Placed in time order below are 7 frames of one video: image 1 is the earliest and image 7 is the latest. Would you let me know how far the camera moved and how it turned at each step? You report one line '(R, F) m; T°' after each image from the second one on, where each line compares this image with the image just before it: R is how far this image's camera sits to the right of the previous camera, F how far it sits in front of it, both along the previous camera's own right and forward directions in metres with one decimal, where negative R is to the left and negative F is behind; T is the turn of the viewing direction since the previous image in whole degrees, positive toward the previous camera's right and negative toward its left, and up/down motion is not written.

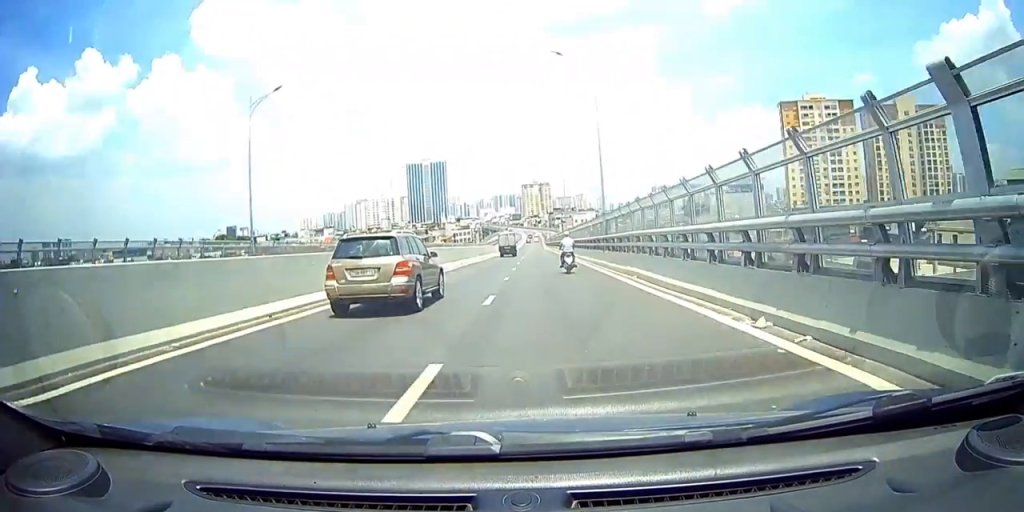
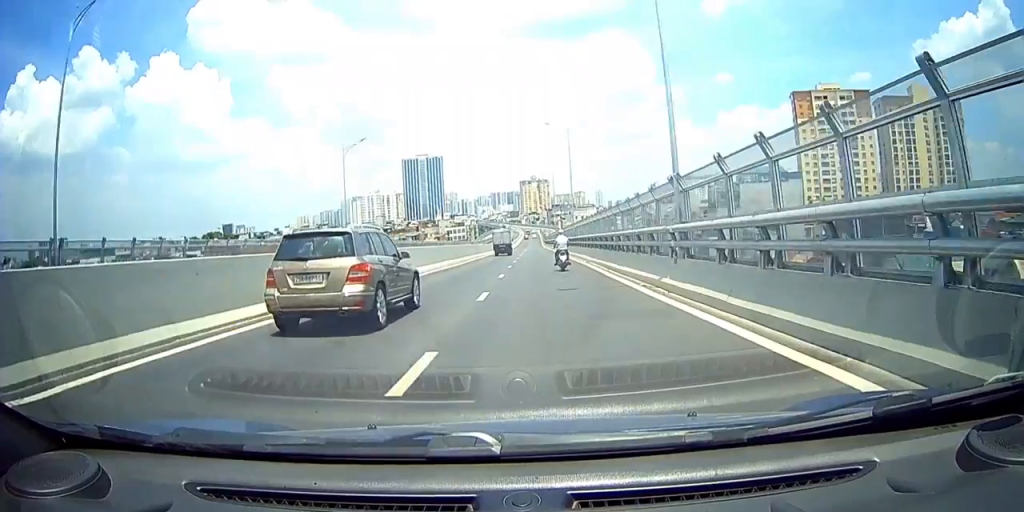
(0.0, +14.4) m; 0°
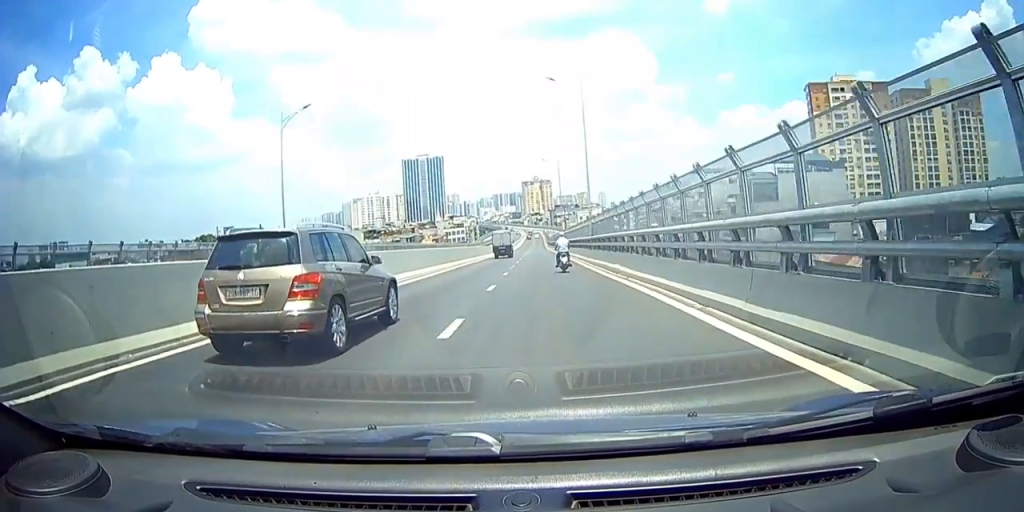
(0.0, +12.1) m; 0°
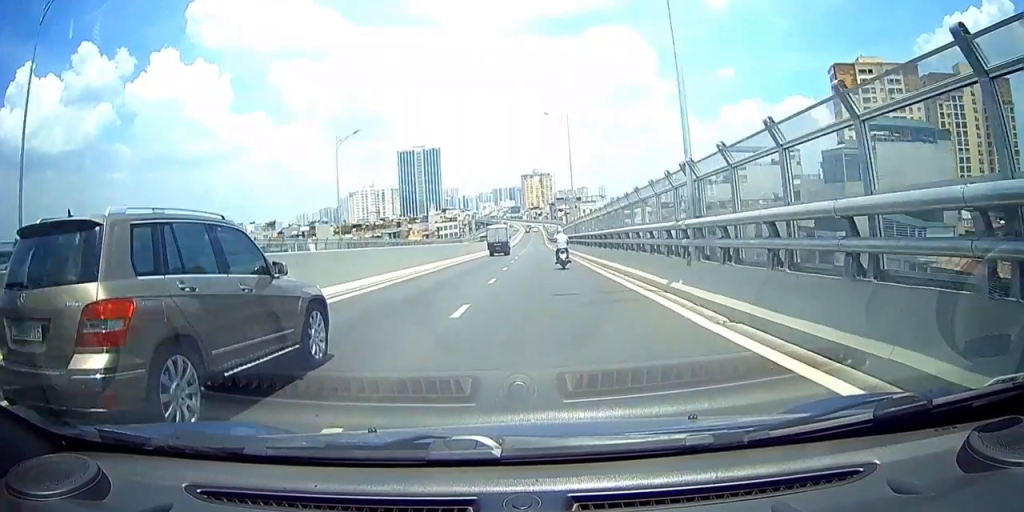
(0.0, +21.3) m; 0°
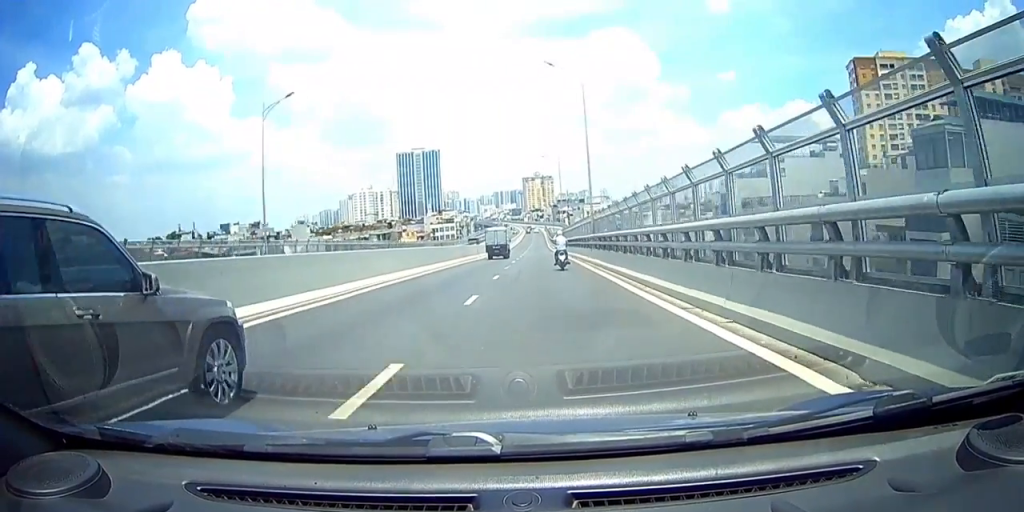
(0.0, +13.1) m; 0°
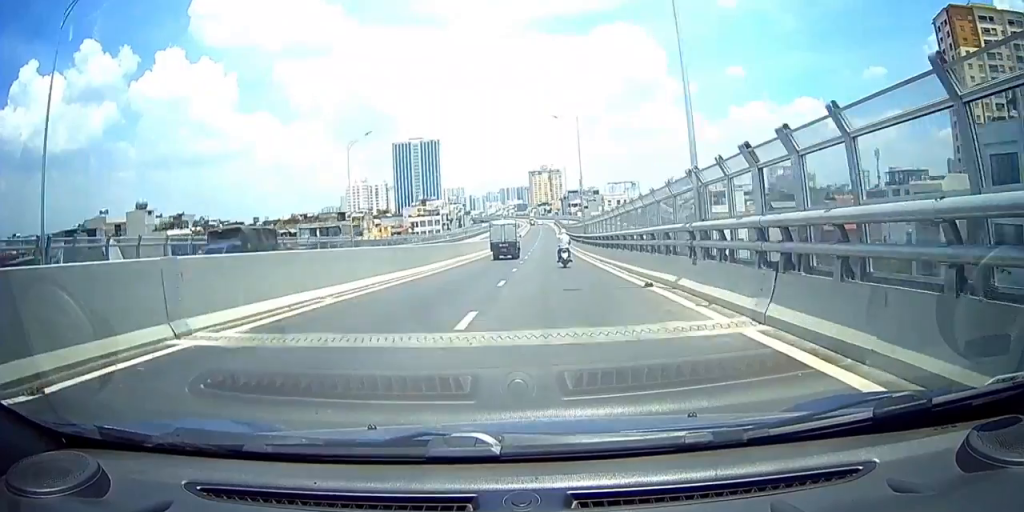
(0.0, +50.9) m; 0°
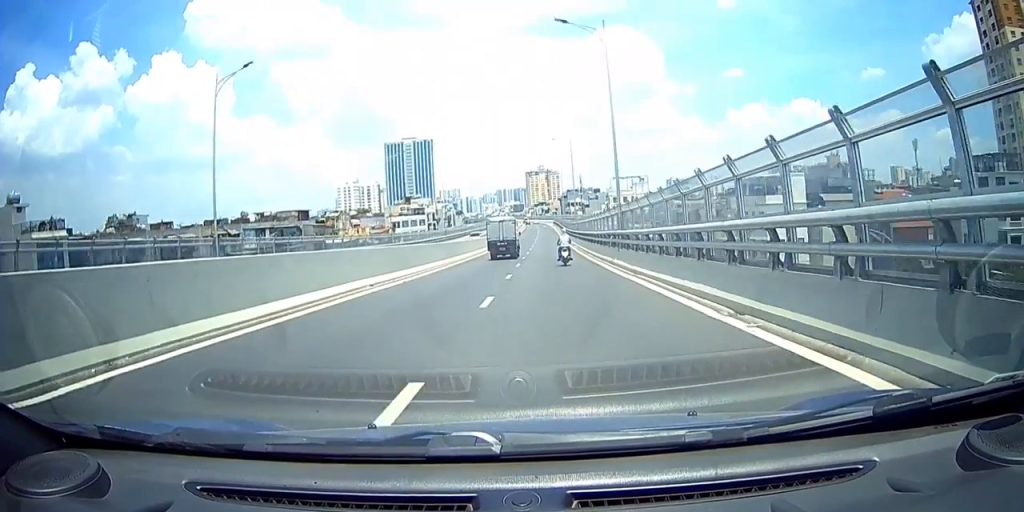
(0.0, +21.9) m; 0°
